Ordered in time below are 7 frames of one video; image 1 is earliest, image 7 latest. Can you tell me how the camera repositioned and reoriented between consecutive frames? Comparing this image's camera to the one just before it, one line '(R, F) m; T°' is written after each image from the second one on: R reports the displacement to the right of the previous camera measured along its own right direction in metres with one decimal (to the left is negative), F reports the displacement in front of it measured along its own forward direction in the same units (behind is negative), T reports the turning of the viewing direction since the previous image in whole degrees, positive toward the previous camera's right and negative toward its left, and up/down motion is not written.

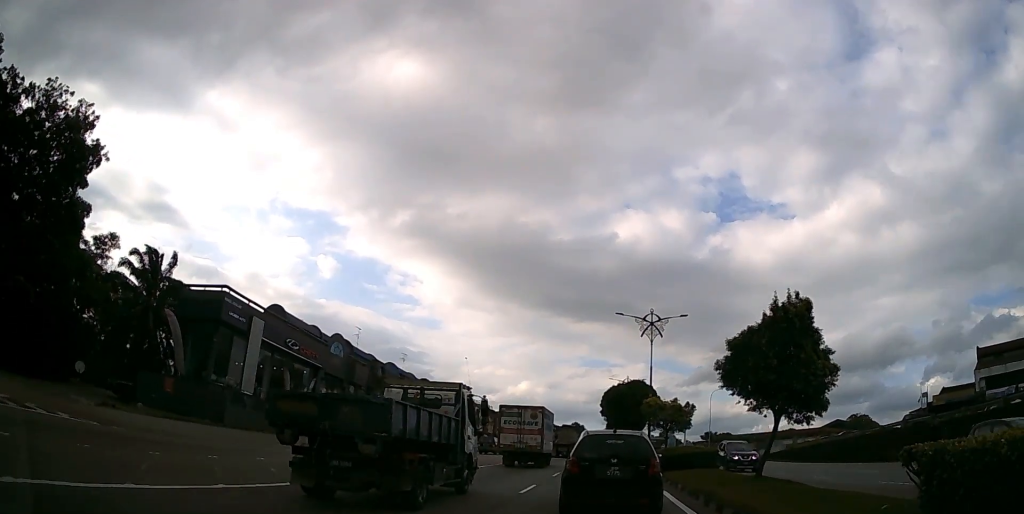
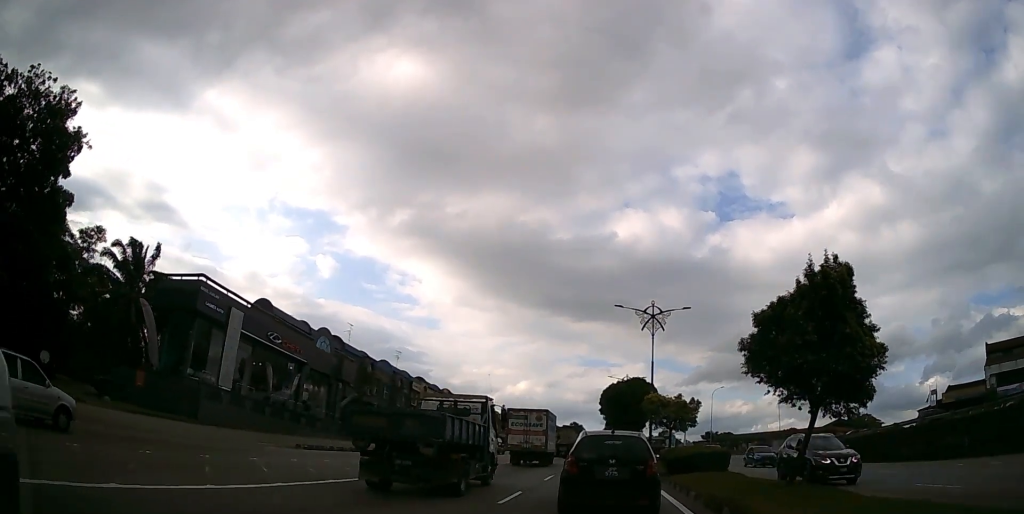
(0.0, +2.5) m; 0°
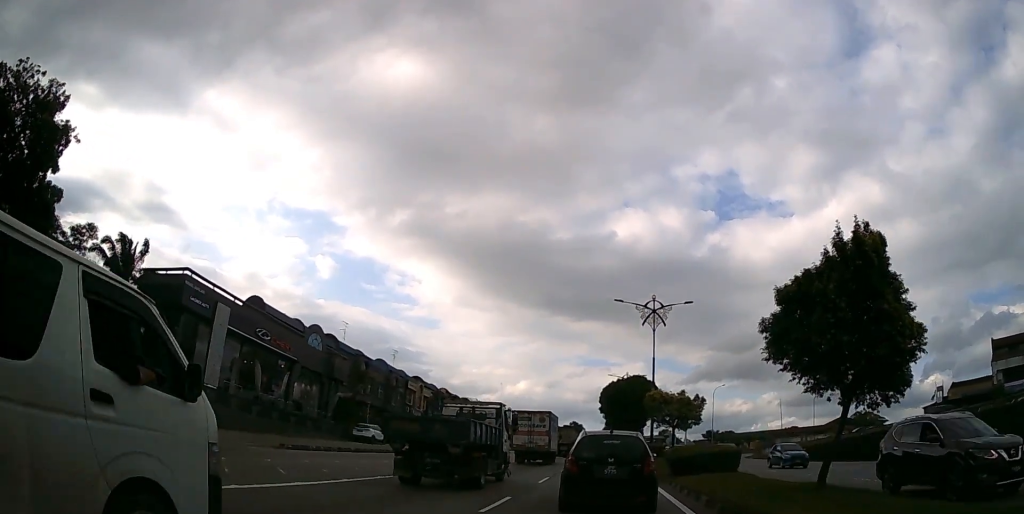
(0.0, +1.9) m; 0°
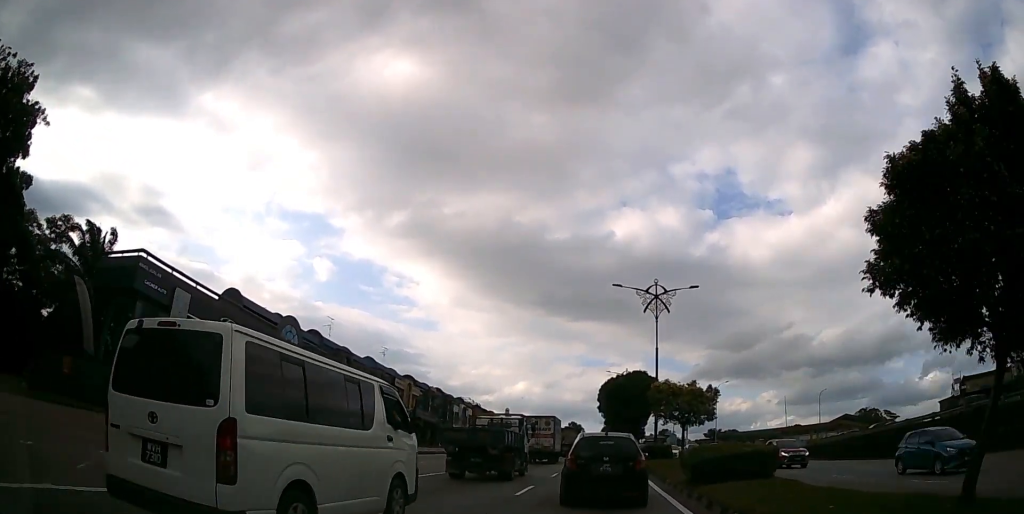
(0.0, +4.2) m; -1°
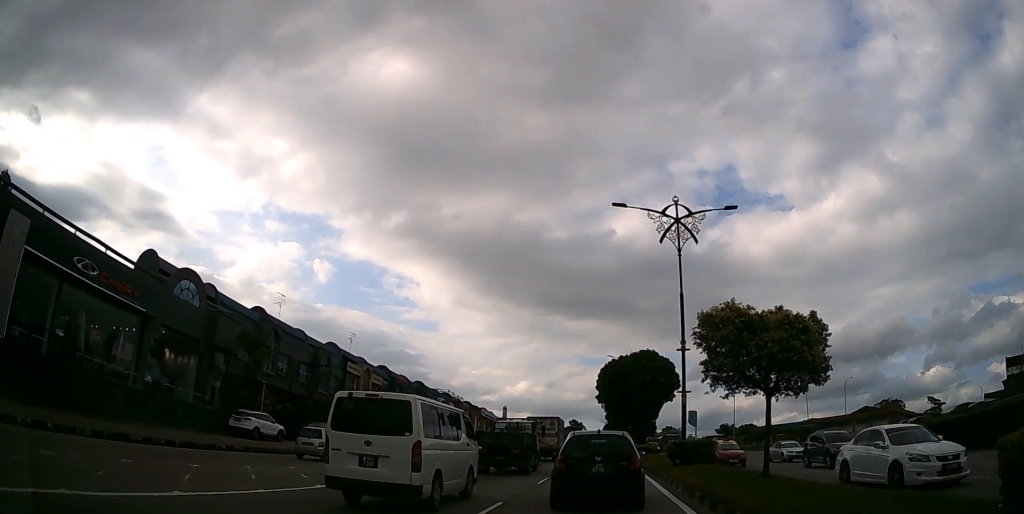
(+0.1, +12.8) m; +1°
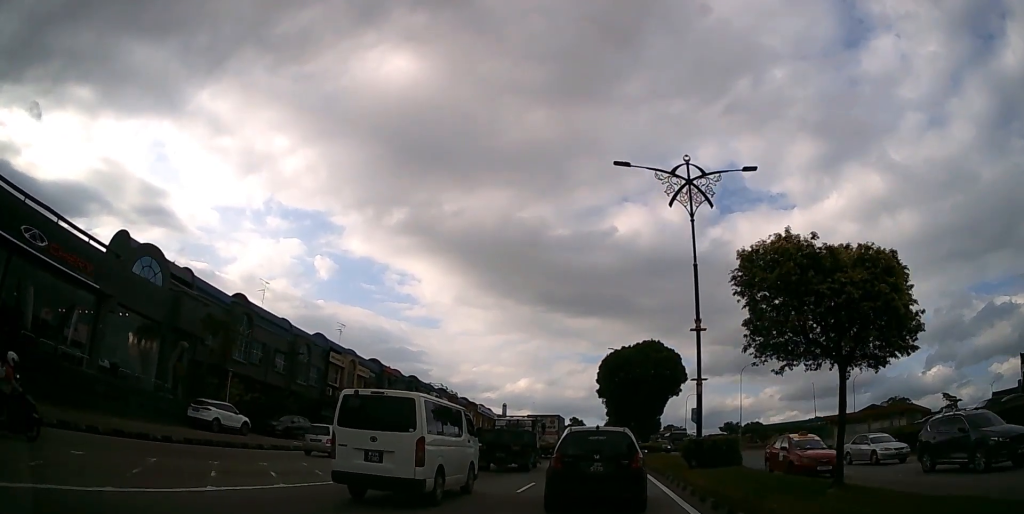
(0.0, +3.7) m; 0°
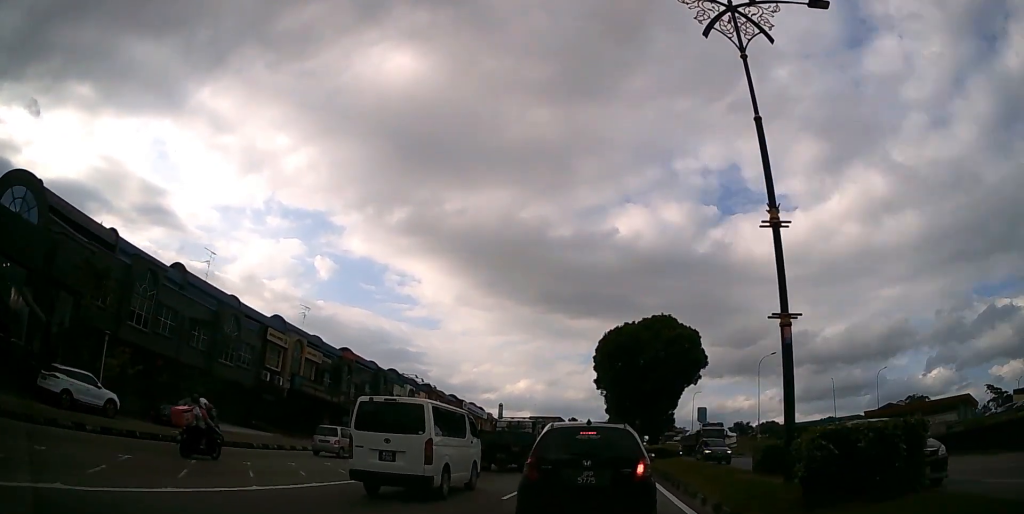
(0.0, +11.4) m; -1°
